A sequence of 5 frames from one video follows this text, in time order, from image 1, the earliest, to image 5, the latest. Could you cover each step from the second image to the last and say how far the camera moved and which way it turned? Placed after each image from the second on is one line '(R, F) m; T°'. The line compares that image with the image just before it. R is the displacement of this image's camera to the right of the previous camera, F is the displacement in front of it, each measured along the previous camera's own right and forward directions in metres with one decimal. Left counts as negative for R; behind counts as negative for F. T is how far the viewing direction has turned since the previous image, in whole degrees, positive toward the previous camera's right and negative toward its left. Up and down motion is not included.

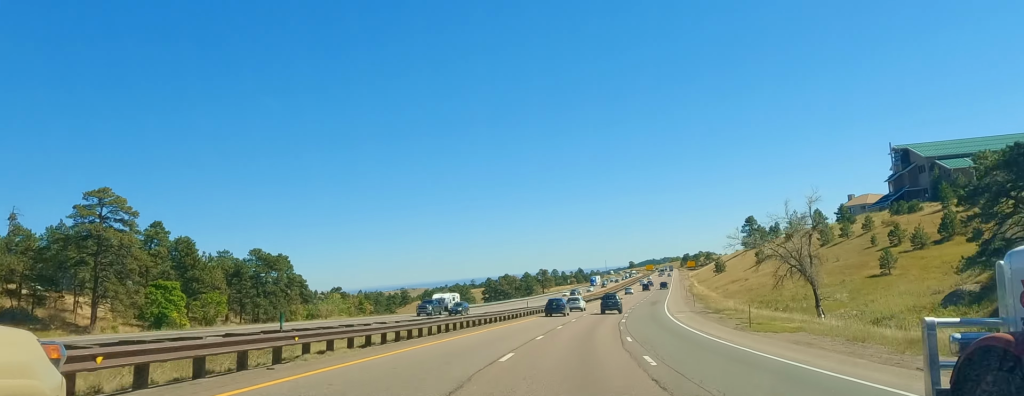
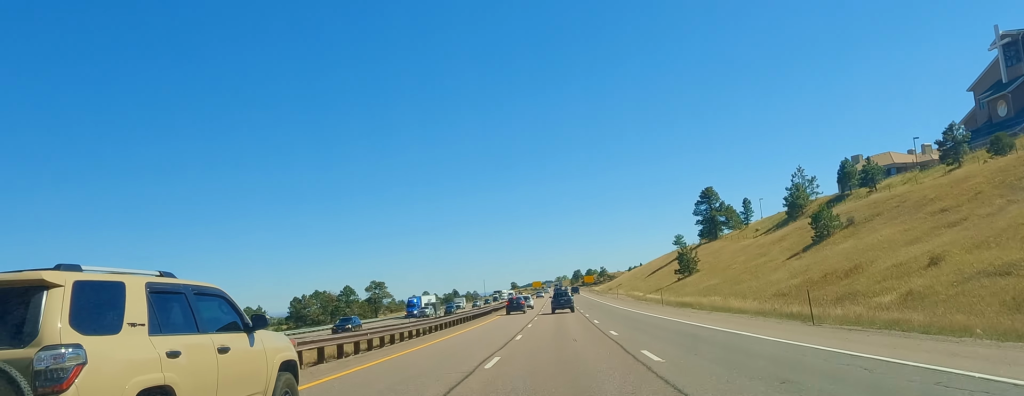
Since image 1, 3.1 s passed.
(+8.0, +109.4) m; +6°
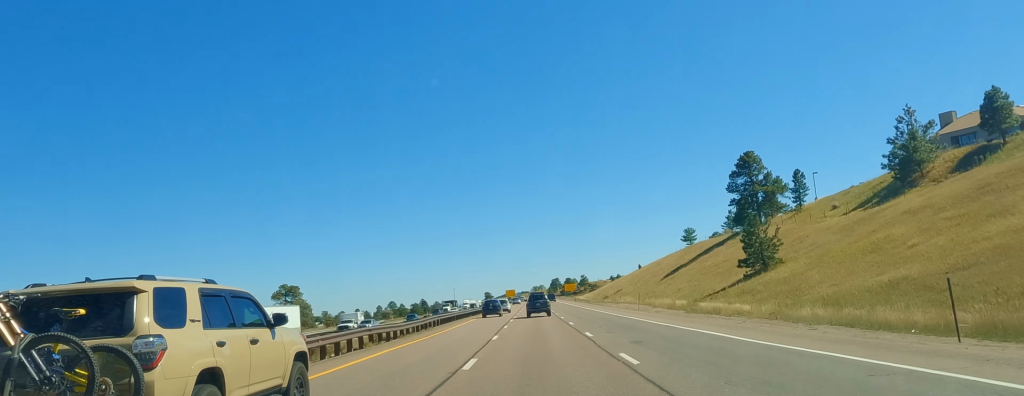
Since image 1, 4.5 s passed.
(+0.5, +48.1) m; +1°
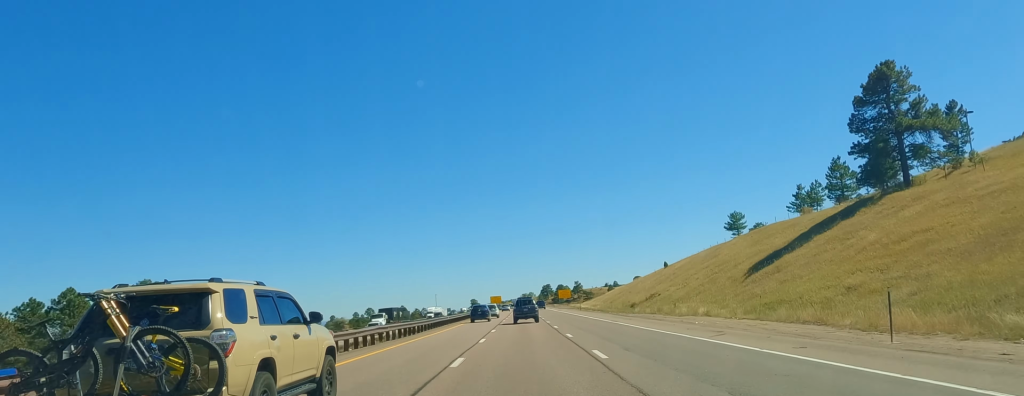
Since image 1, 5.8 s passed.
(0.0, +45.9) m; 0°
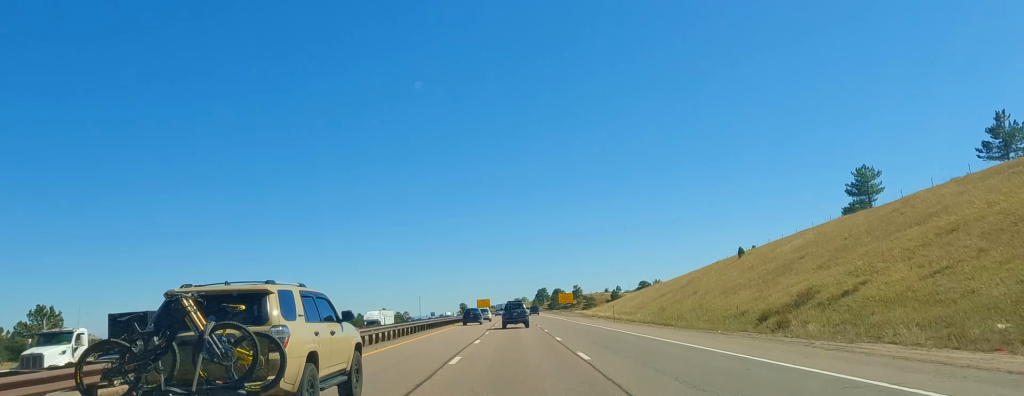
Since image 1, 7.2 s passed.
(0.0, +48.2) m; 0°
